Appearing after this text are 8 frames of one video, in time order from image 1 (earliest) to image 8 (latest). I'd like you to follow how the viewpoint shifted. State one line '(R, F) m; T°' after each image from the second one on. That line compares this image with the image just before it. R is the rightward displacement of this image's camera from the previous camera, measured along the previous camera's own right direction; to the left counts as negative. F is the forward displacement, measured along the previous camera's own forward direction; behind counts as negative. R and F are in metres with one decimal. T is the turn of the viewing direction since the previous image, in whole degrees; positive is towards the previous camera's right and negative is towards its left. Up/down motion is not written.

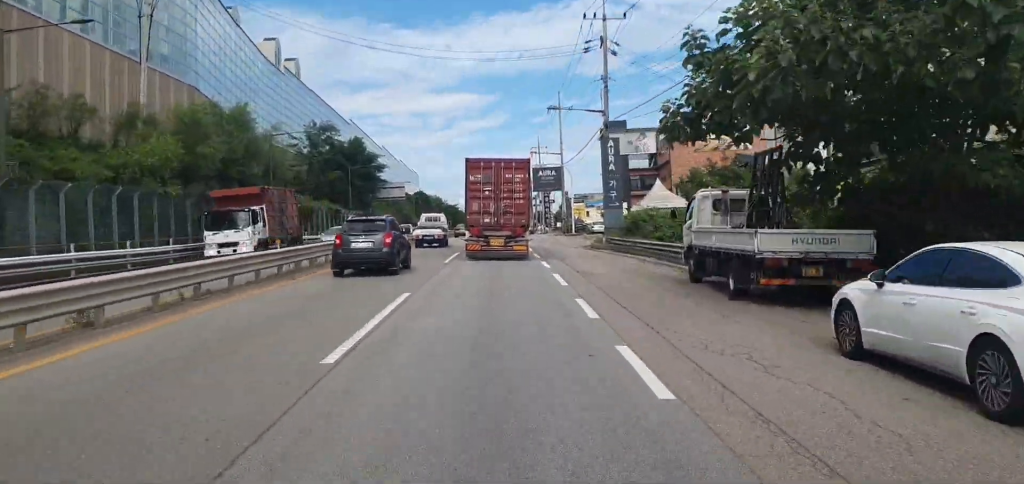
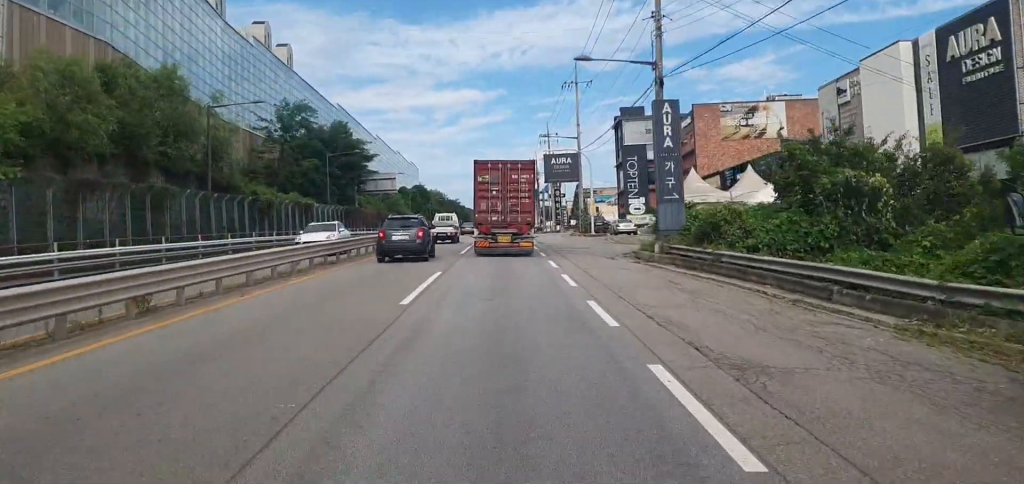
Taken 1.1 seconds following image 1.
(-0.2, +13.4) m; 0°
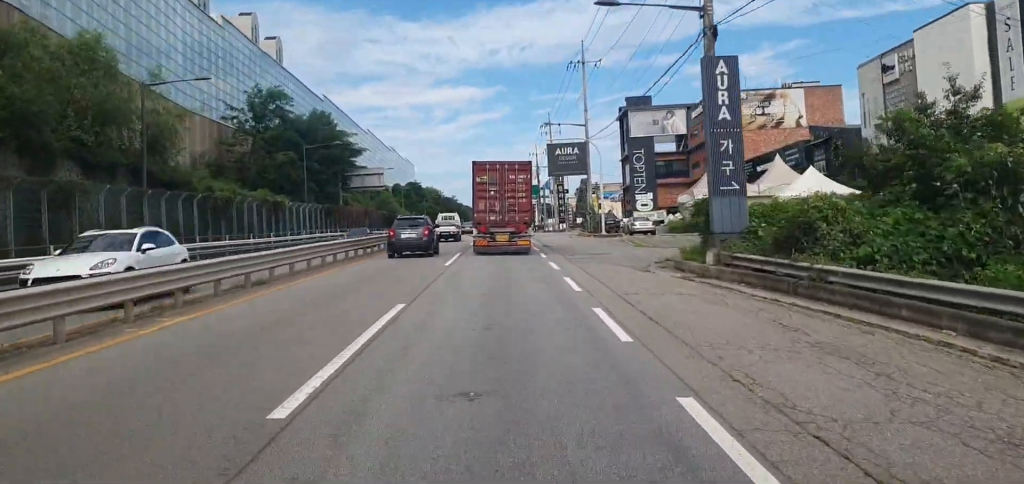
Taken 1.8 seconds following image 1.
(+0.1, +8.0) m; 0°
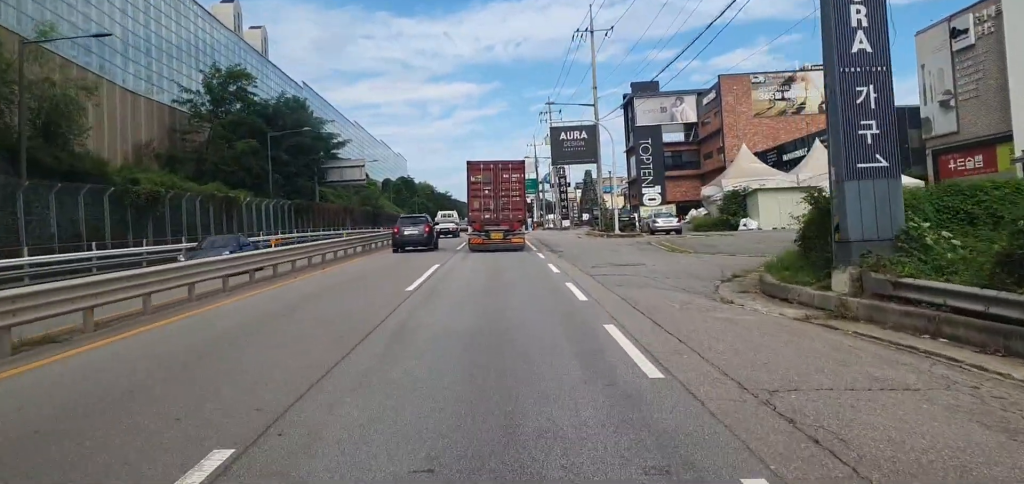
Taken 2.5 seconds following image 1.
(+0.2, +9.0) m; 0°
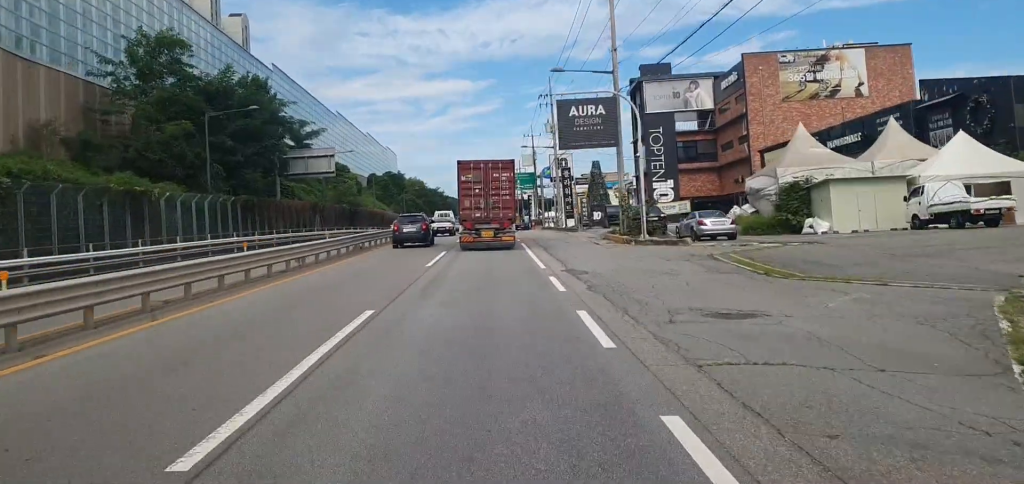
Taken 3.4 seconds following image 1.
(-0.5, +11.4) m; -1°
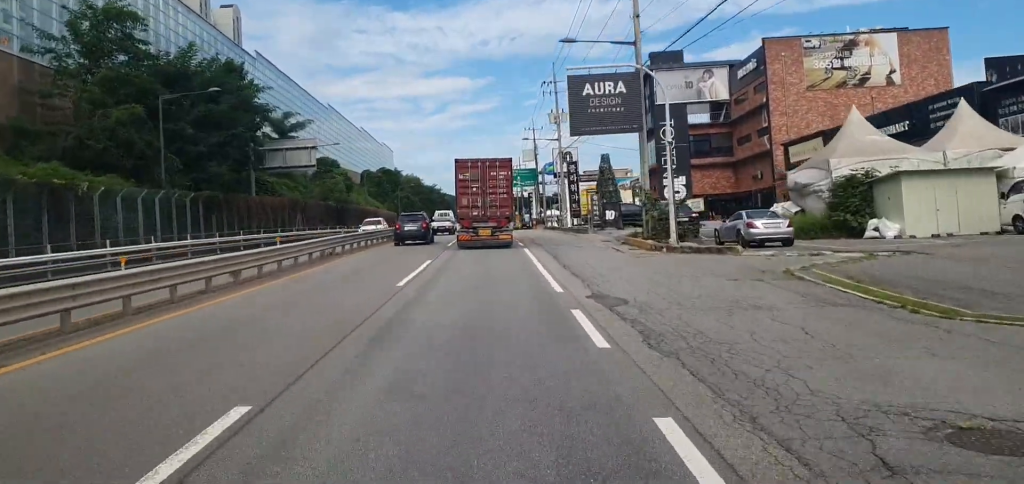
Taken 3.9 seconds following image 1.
(+0.2, +6.7) m; +1°
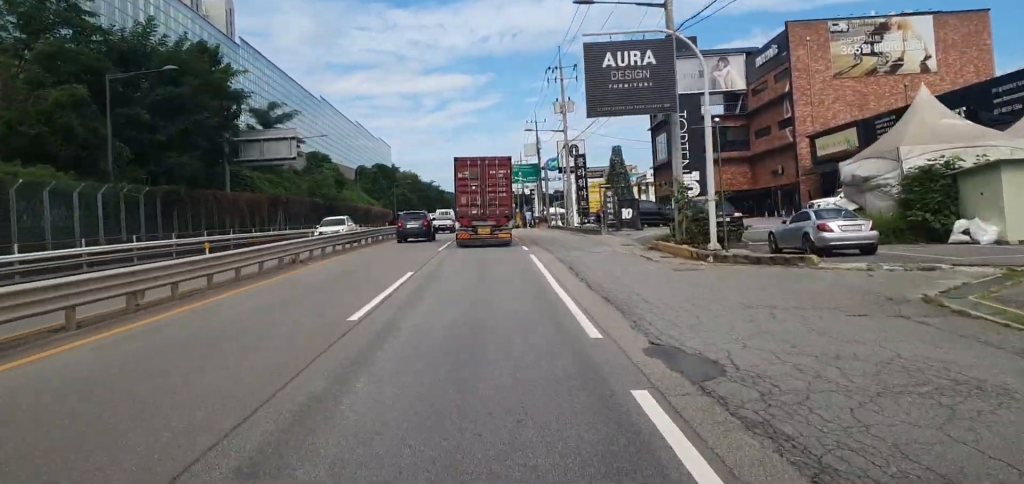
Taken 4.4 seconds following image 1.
(+0.1, +5.8) m; +1°
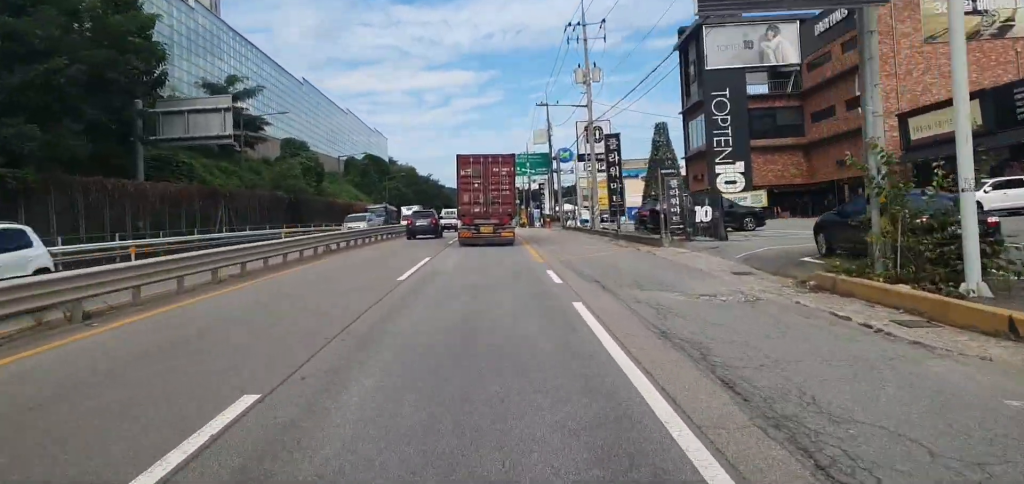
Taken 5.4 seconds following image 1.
(-0.1, +14.2) m; 0°
